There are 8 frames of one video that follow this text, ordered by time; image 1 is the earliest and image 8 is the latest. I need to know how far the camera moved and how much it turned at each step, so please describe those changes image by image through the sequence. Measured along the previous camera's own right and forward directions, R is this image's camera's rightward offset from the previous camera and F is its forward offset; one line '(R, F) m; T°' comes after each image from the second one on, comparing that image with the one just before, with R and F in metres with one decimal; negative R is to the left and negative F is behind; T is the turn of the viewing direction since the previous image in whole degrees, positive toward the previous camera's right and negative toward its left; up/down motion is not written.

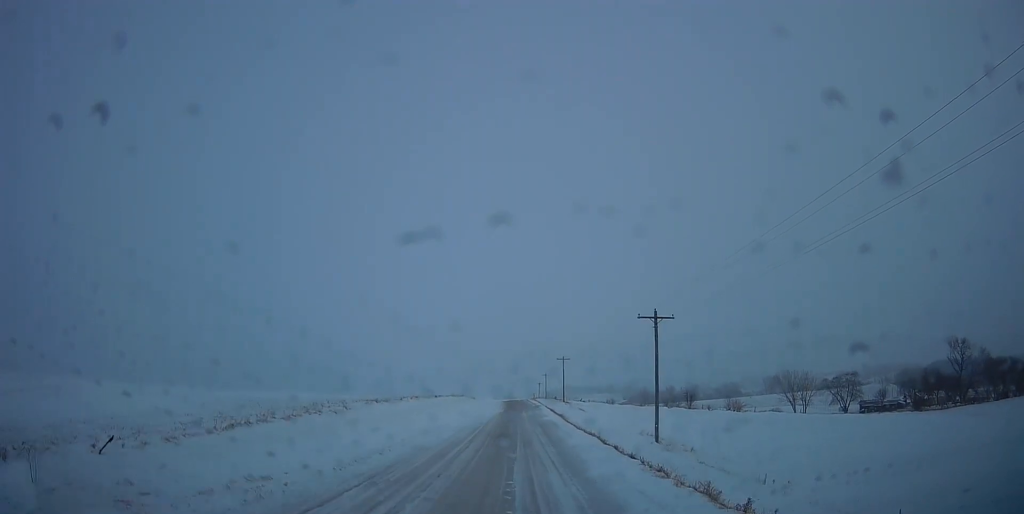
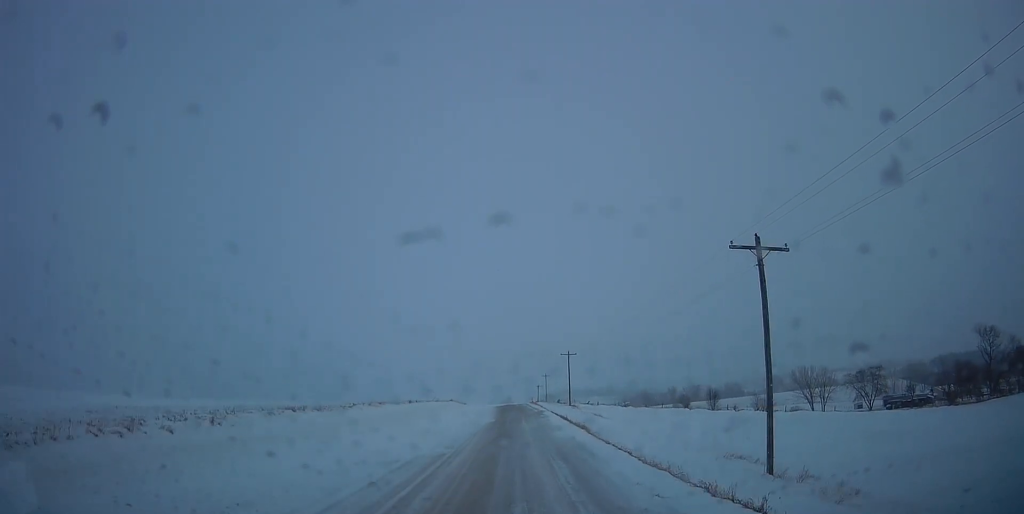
(+0.6, +18.0) m; +2°
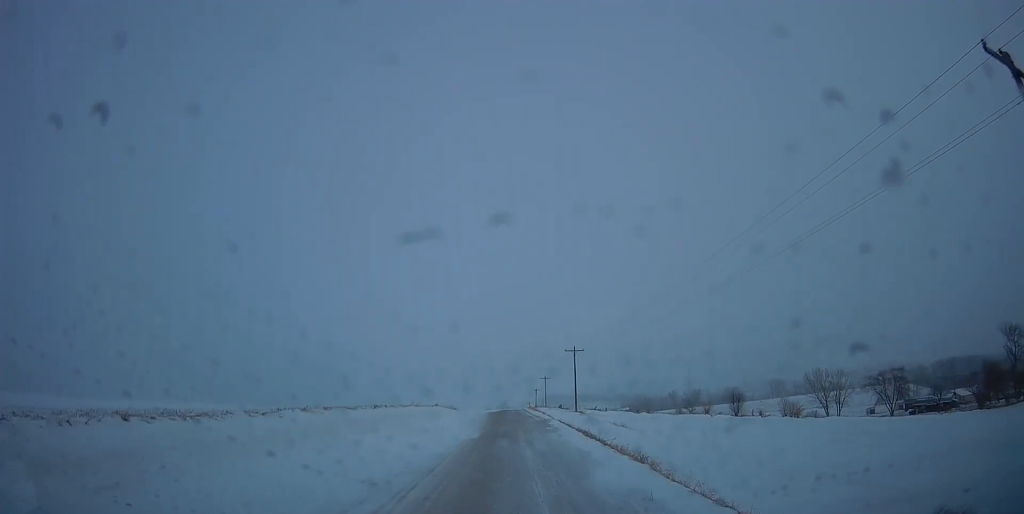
(0.0, +14.6) m; 0°
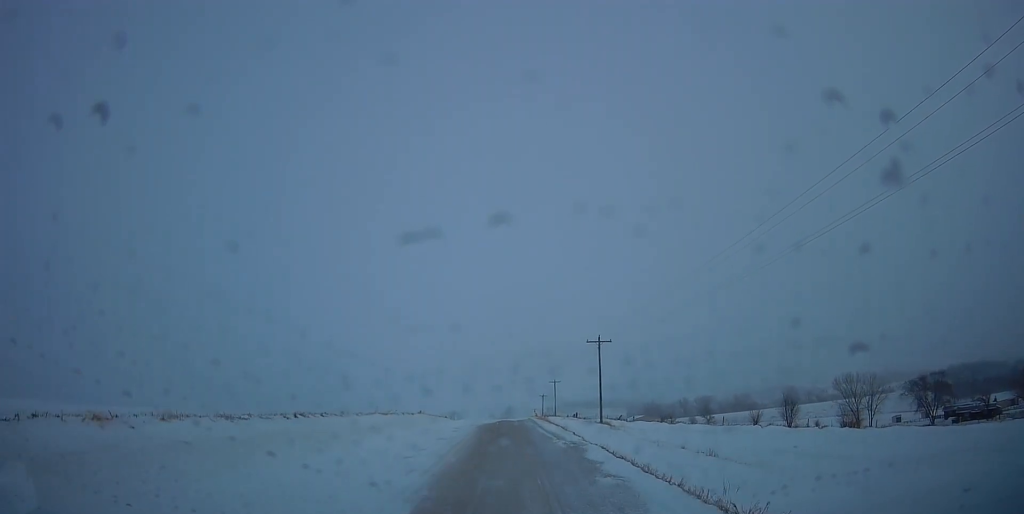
(-0.4, +19.3) m; -2°
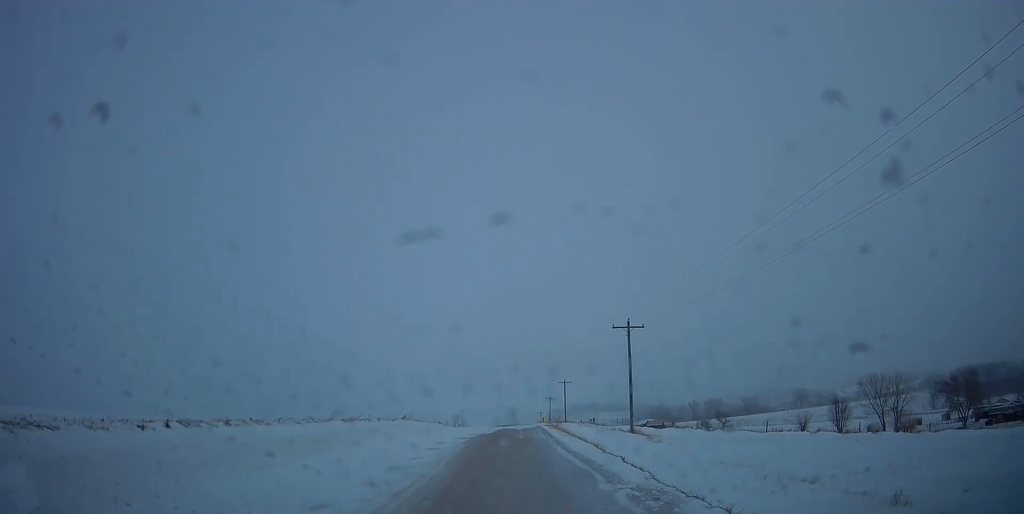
(0.0, +13.1) m; +1°
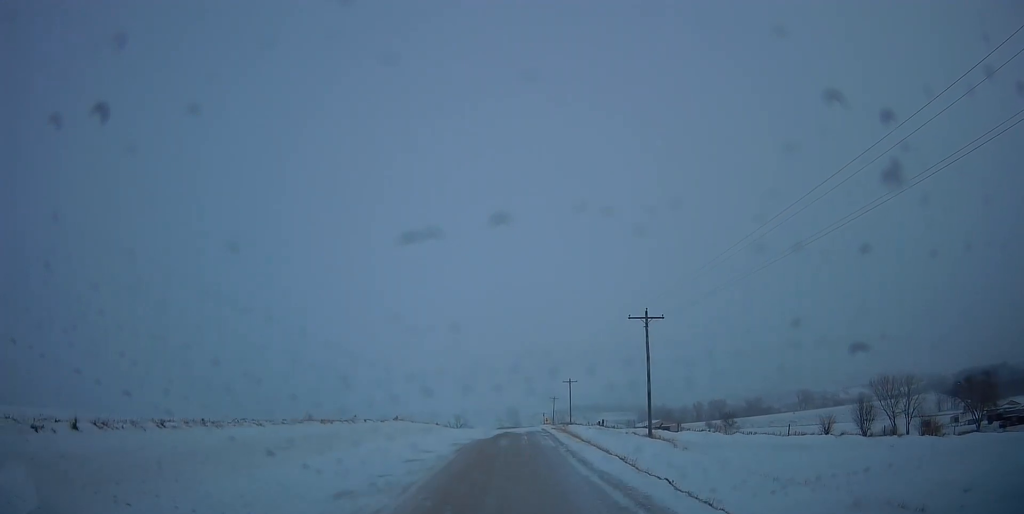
(+0.1, +5.2) m; +1°
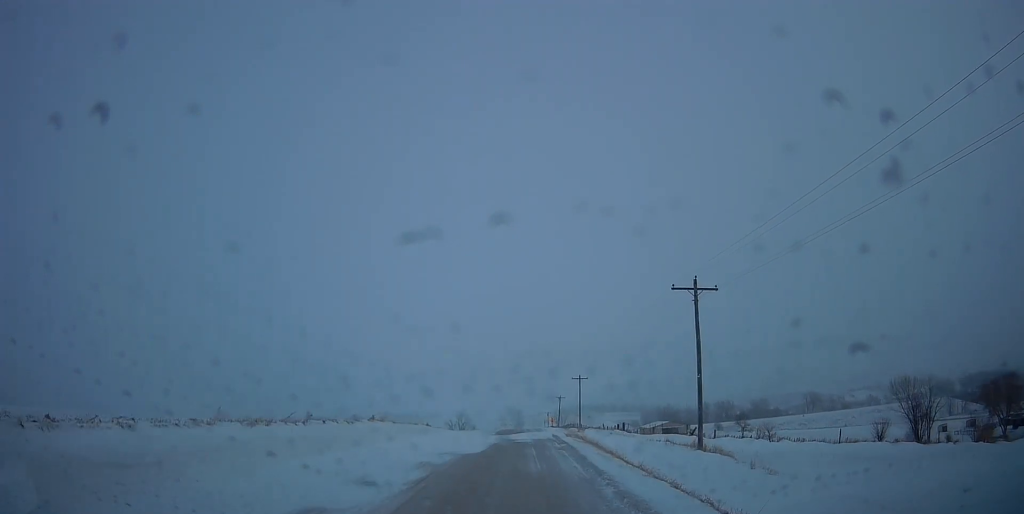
(0.0, +10.2) m; 0°
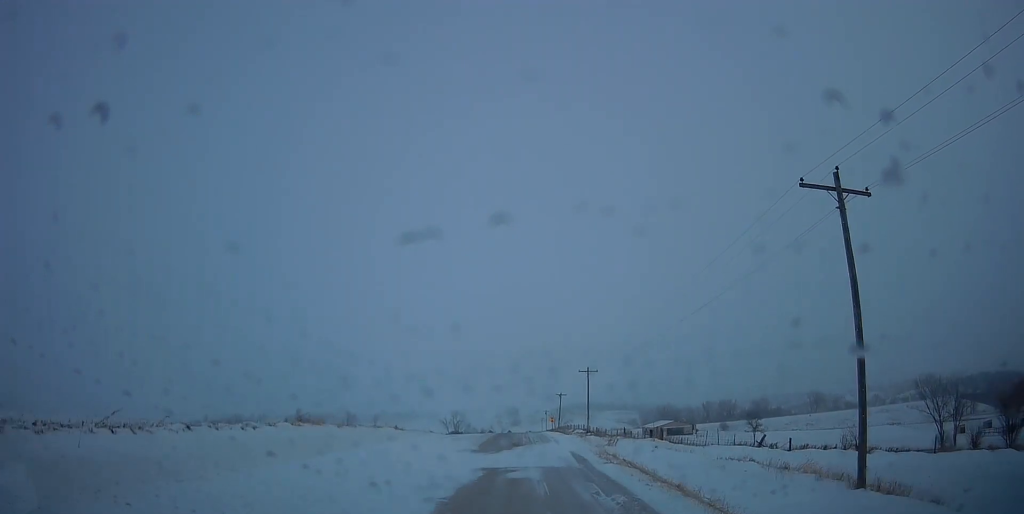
(0.0, +14.8) m; -1°
